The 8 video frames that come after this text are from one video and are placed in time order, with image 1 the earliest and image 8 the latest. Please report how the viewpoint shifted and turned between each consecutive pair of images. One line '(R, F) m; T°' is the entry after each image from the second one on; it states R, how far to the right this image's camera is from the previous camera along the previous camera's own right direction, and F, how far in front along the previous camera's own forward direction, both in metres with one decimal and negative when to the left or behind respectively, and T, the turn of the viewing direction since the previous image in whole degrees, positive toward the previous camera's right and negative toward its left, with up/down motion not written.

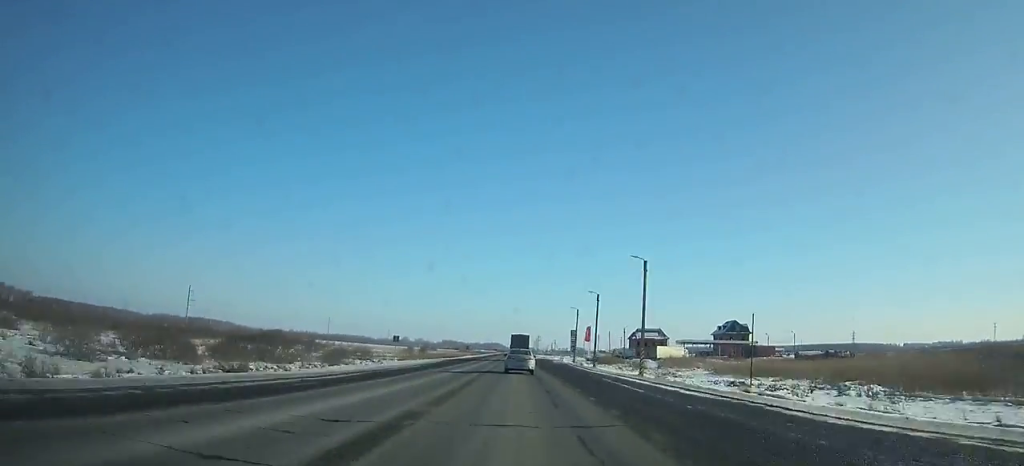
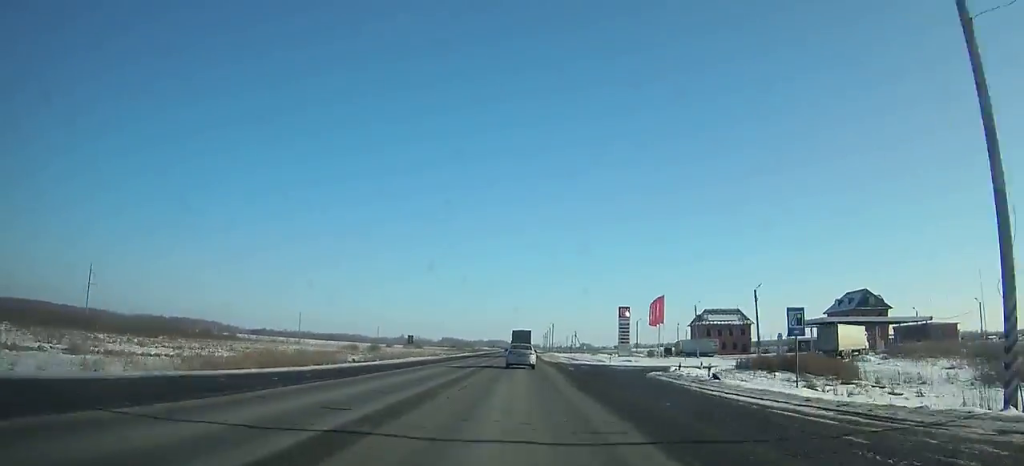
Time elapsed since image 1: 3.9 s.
(-0.2, +85.5) m; 0°
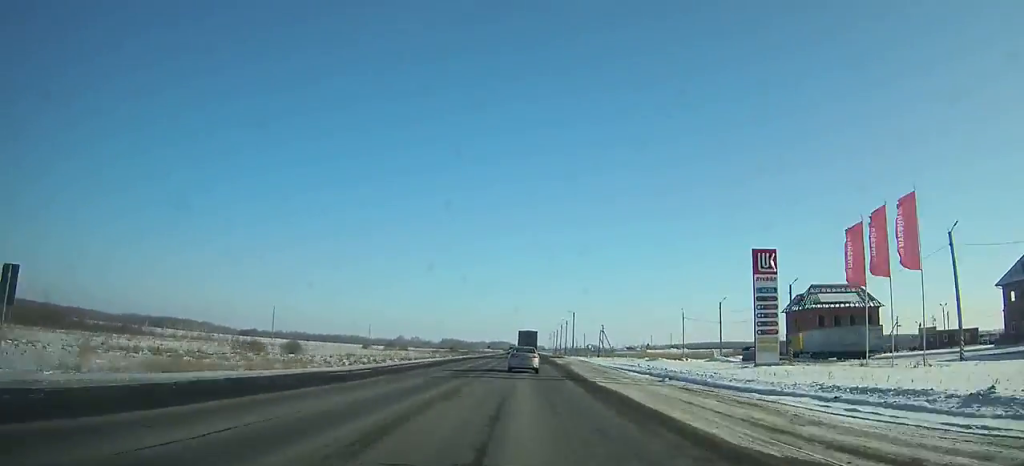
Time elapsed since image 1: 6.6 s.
(-0.1, +58.9) m; 0°
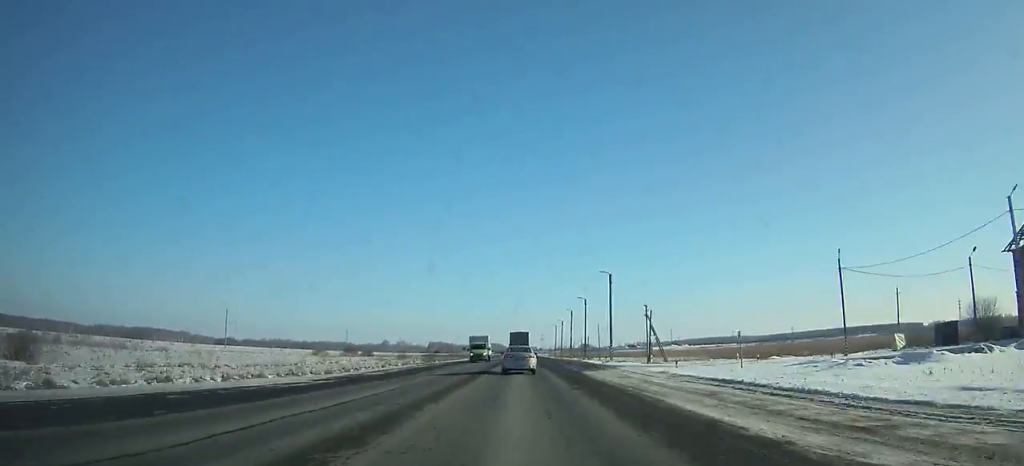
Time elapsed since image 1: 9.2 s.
(+0.1, +56.0) m; 0°
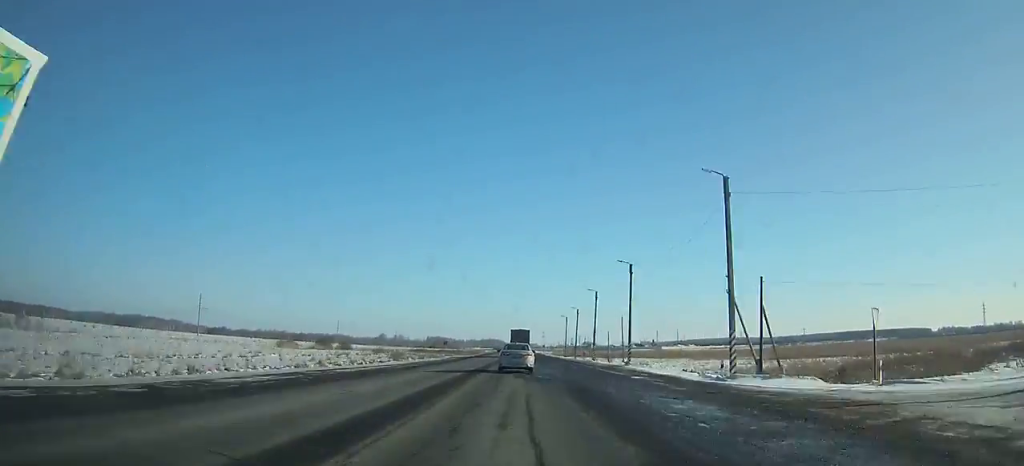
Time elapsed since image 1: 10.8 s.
(+0.1, +34.1) m; 0°
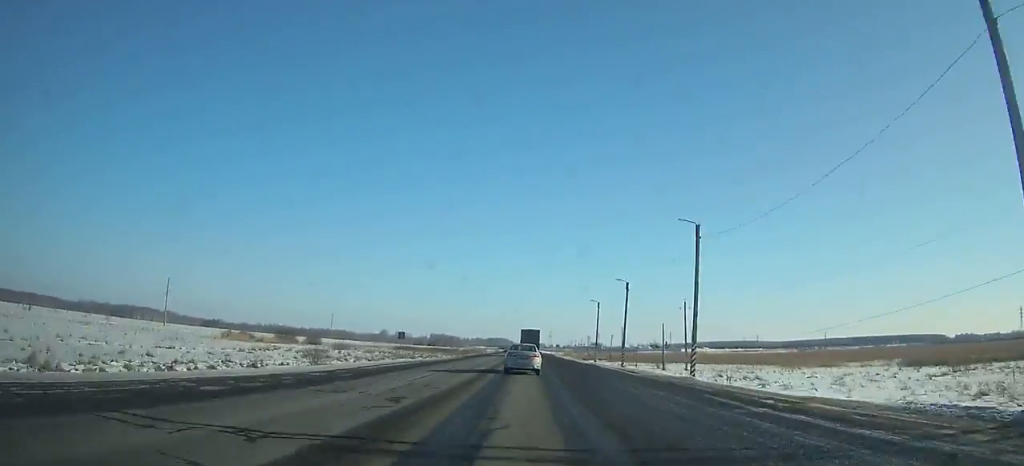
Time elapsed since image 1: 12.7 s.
(0.0, +39.9) m; 0°
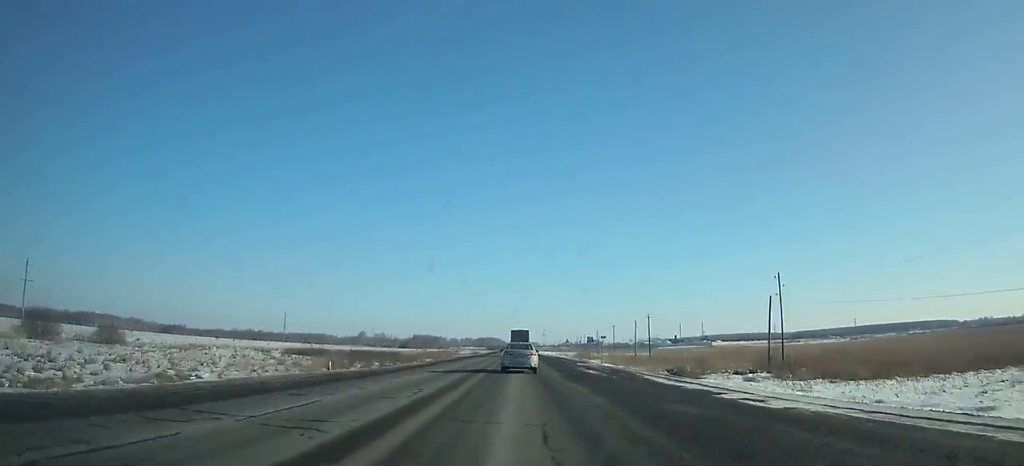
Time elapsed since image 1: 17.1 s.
(+0.1, +91.4) m; 0°
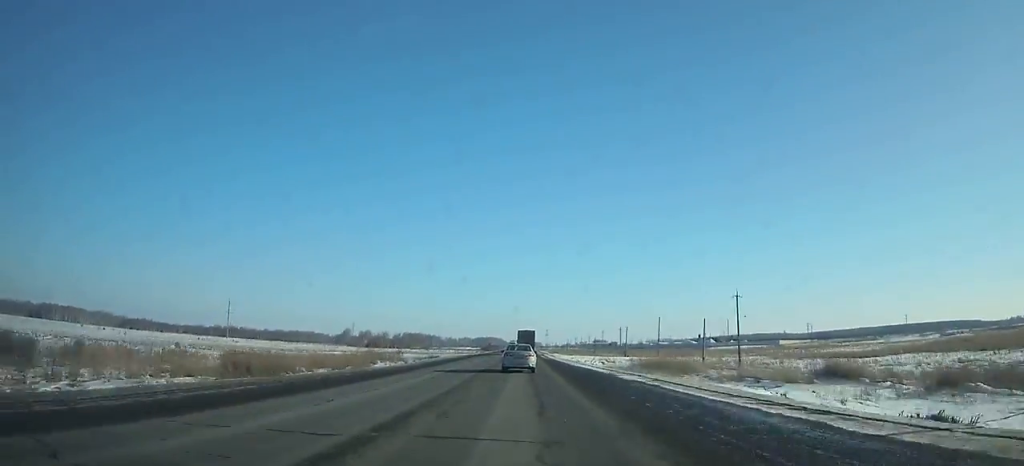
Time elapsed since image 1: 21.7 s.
(-0.1, +96.8) m; 0°
